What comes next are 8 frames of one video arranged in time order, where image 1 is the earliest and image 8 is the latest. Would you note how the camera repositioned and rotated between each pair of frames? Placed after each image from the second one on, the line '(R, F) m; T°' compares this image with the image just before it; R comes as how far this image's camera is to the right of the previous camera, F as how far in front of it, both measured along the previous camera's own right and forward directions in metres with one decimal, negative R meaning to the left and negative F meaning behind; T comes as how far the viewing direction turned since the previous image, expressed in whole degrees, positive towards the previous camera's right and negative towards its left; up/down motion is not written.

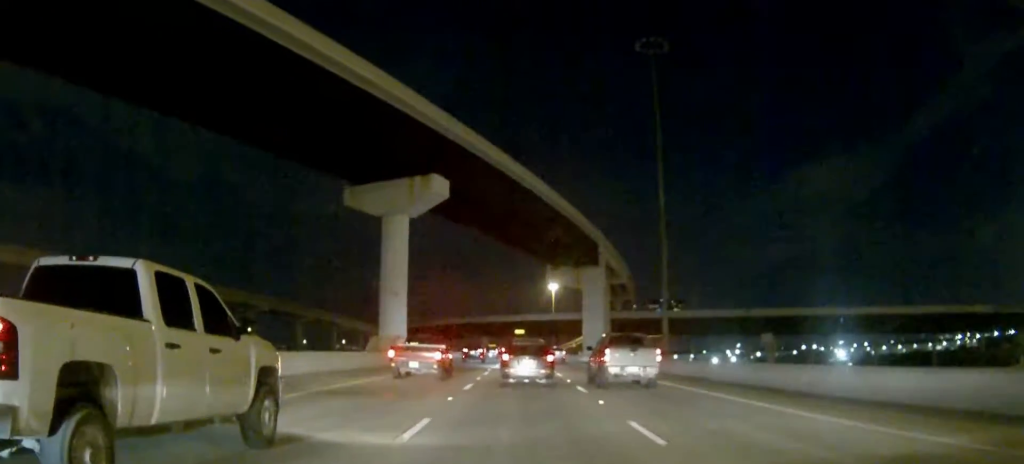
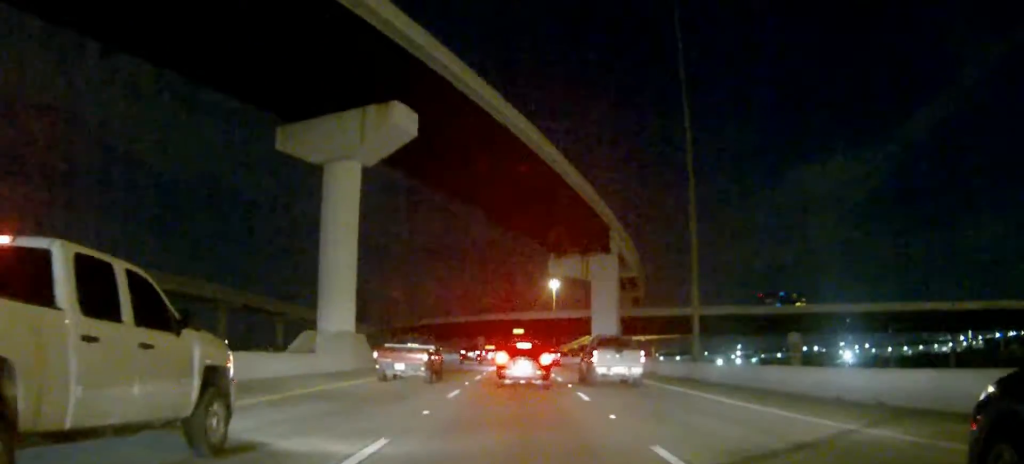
(-0.1, +14.4) m; -1°
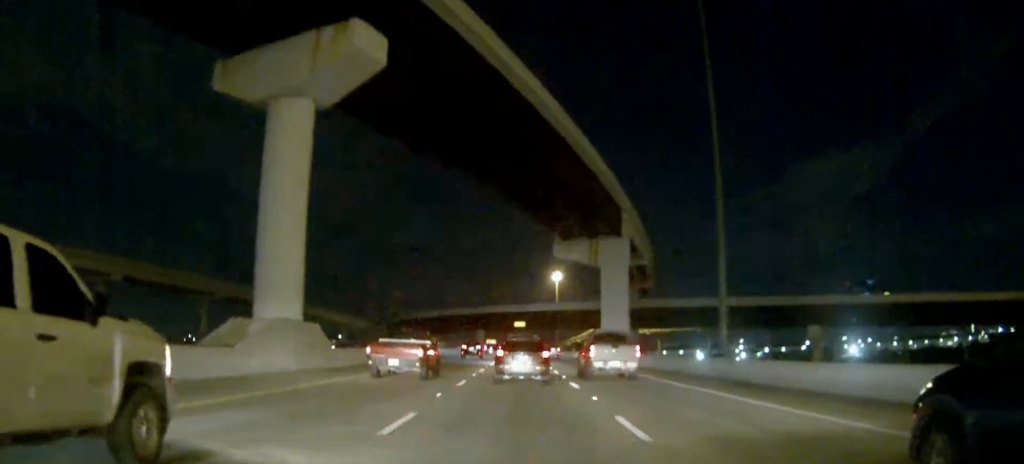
(0.0, +8.7) m; 0°
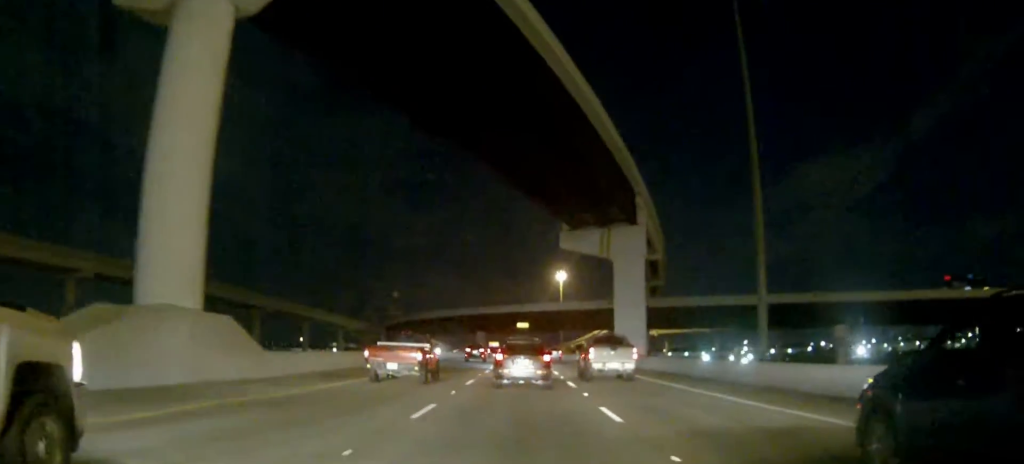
(0.0, +9.3) m; 0°
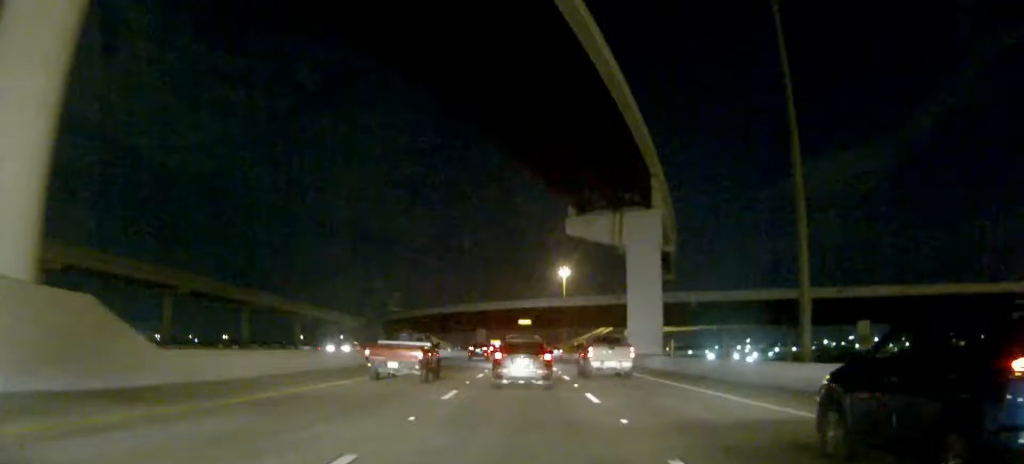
(0.0, +7.8) m; 0°
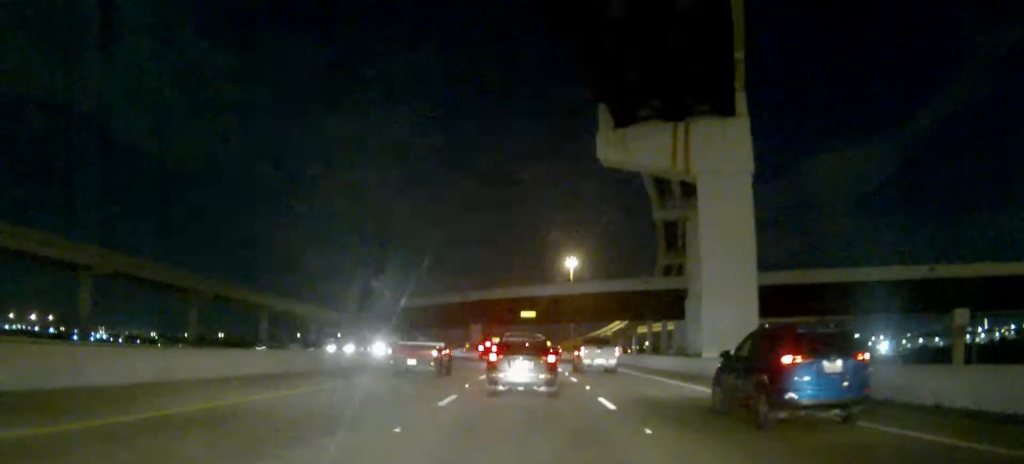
(-0.4, +26.8) m; 0°
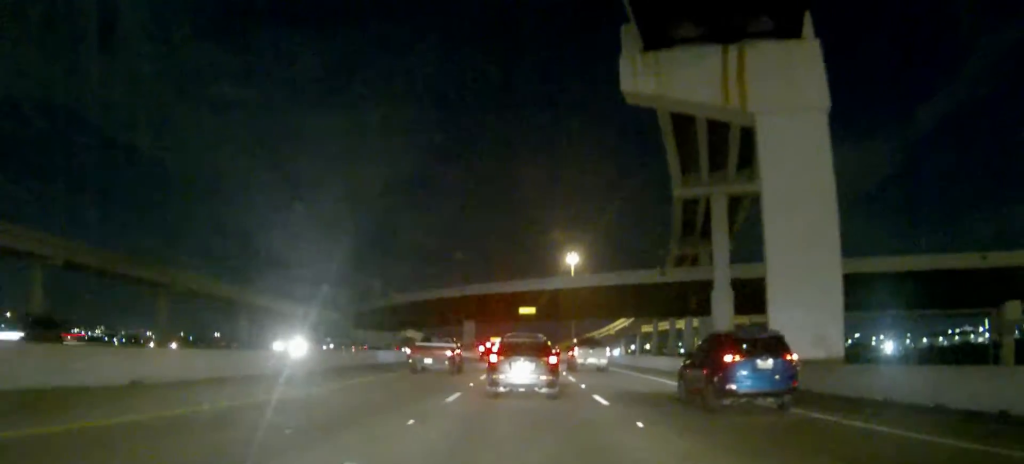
(+0.2, +10.9) m; +1°
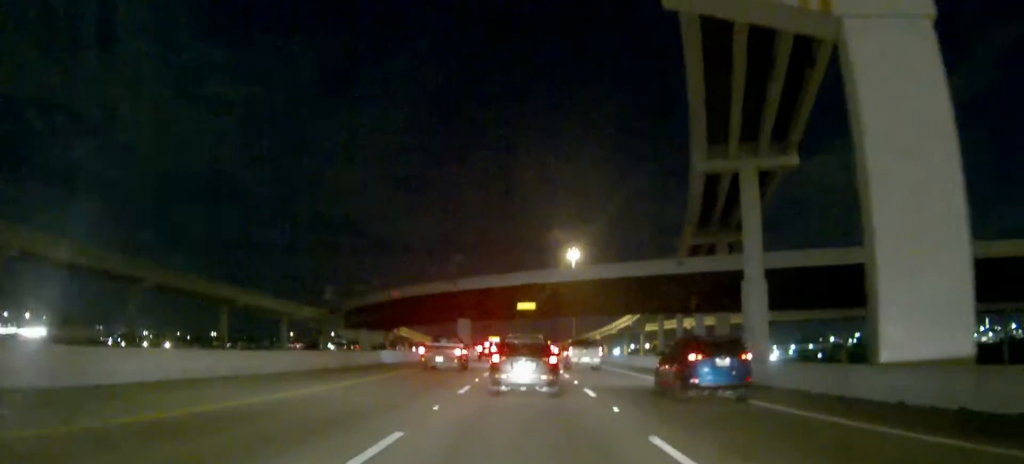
(0.0, +9.3) m; 0°
